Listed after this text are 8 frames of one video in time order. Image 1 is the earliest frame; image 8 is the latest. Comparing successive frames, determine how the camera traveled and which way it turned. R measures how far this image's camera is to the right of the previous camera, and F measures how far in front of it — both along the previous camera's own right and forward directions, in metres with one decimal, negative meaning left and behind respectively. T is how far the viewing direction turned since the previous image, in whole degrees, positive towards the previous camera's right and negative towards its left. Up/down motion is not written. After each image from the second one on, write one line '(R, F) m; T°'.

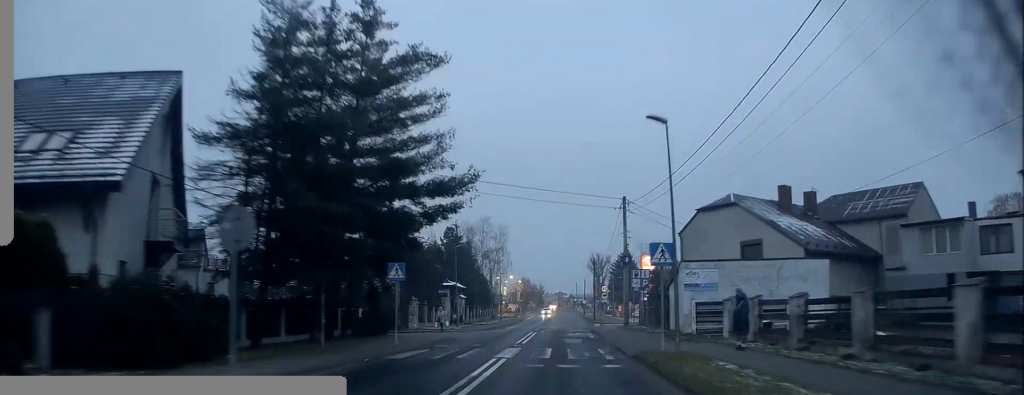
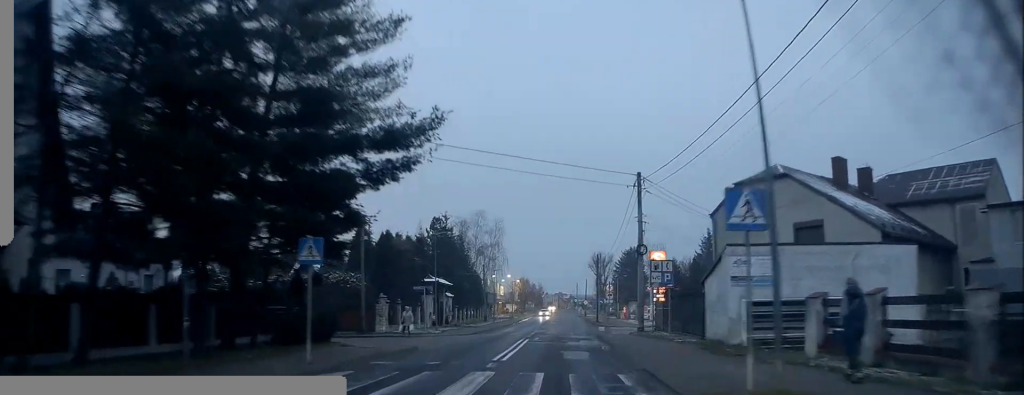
(-0.1, +7.6) m; 0°
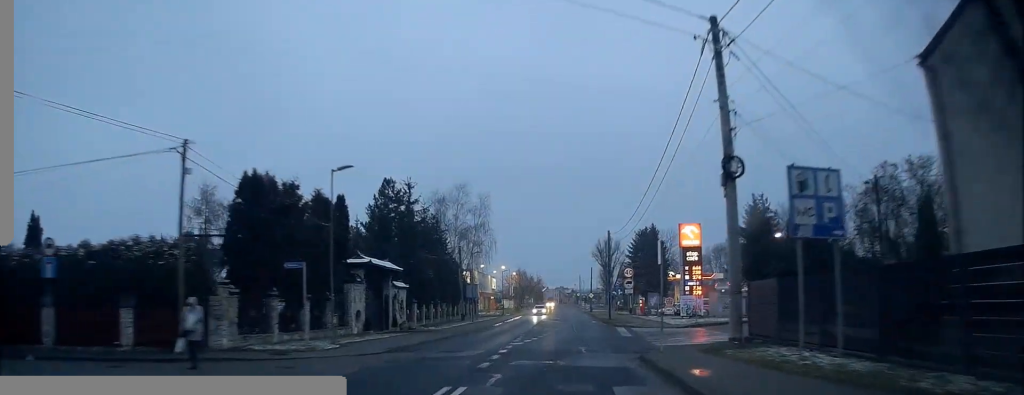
(+0.2, +17.8) m; 0°
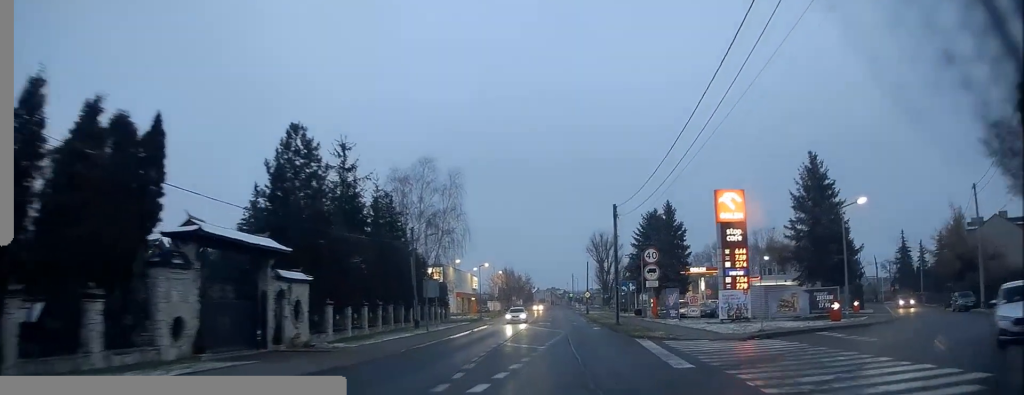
(-0.2, +15.4) m; 0°
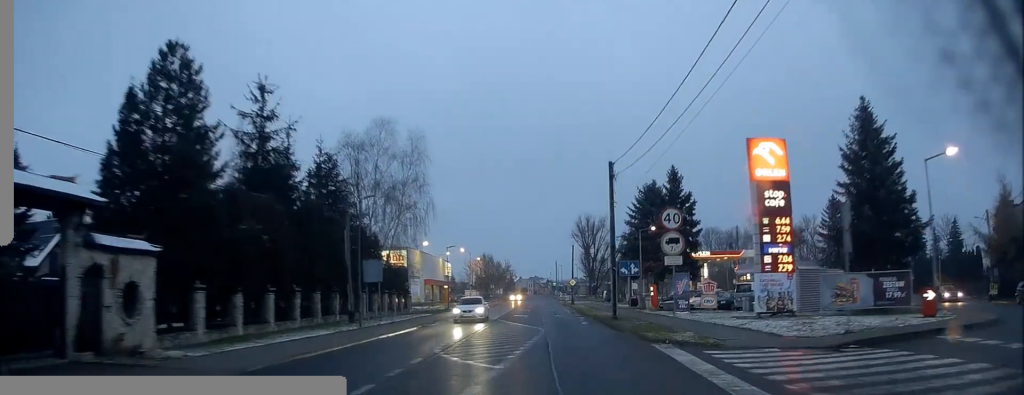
(+0.1, +10.0) m; +1°
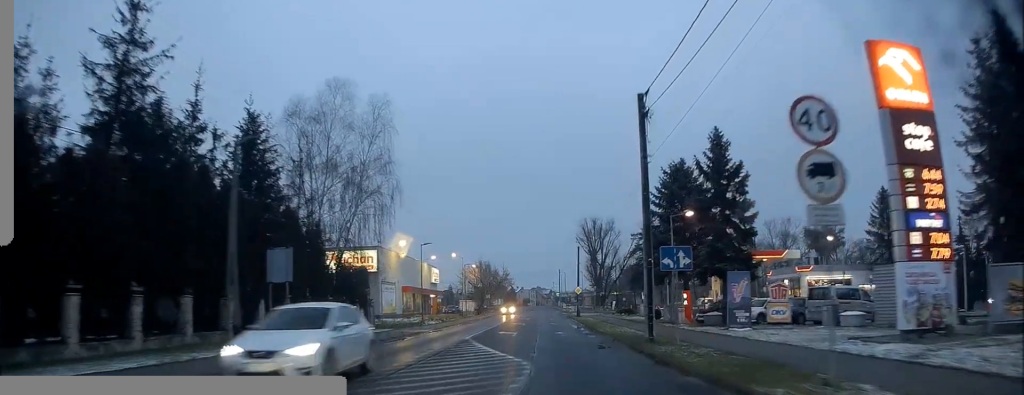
(0.0, +12.0) m; 0°
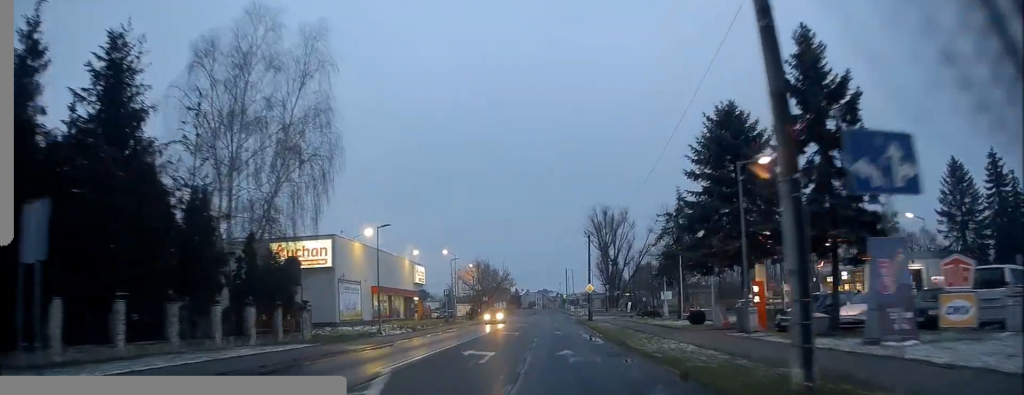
(0.0, +12.3) m; 0°
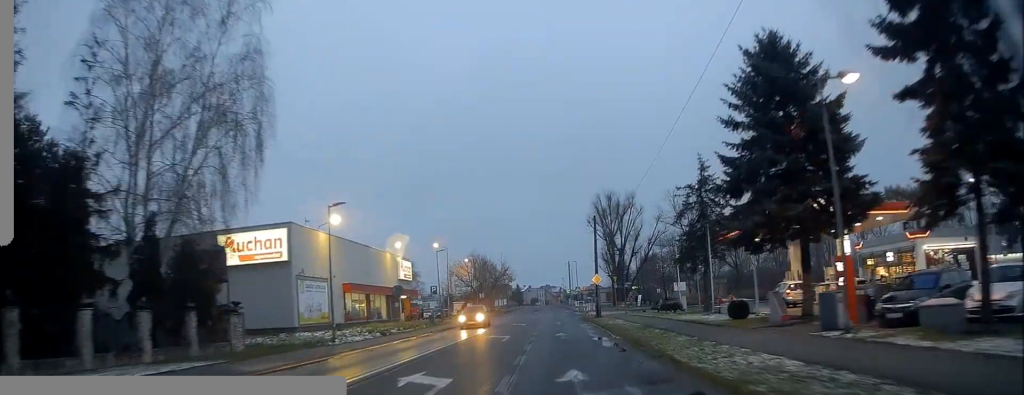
(0.0, +7.4) m; 0°
